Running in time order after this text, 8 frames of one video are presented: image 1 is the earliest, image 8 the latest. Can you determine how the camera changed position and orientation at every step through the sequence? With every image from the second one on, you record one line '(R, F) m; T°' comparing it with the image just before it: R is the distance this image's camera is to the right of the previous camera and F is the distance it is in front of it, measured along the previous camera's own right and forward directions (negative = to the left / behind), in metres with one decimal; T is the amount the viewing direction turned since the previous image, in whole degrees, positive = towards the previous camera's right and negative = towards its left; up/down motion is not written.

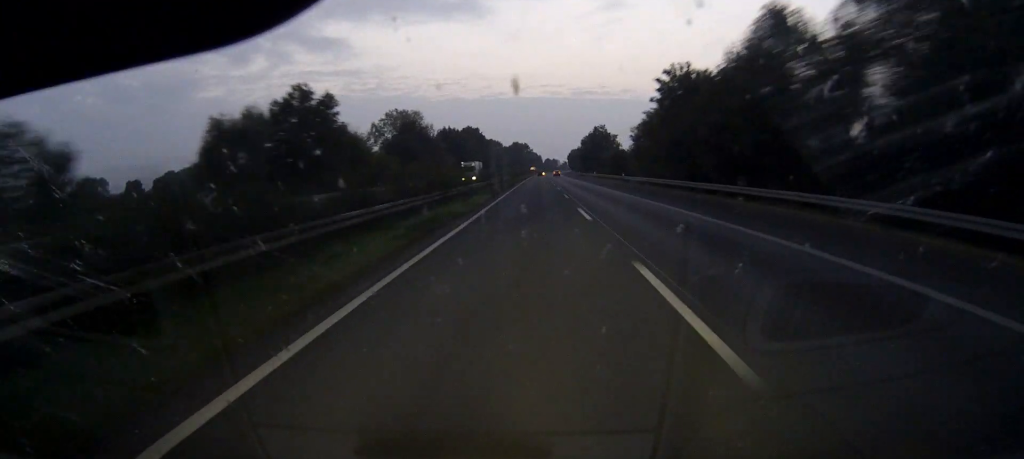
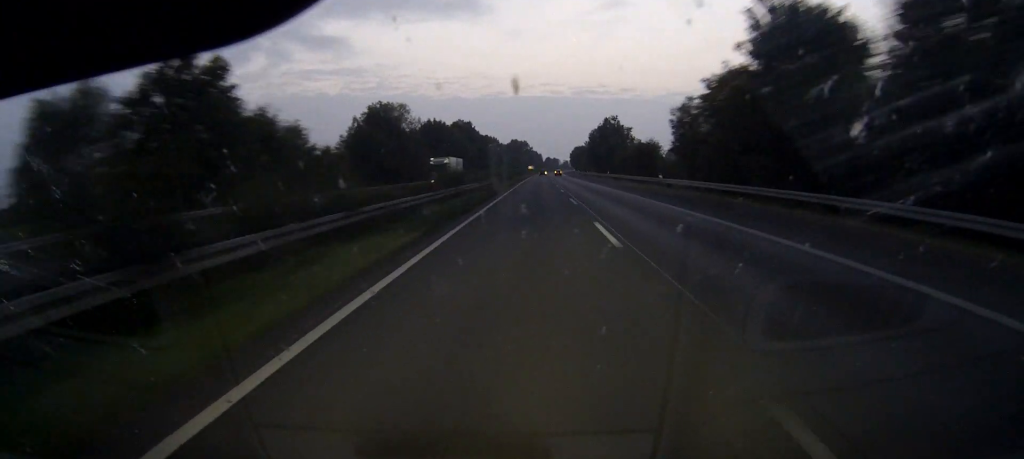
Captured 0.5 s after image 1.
(0.0, +26.8) m; 0°
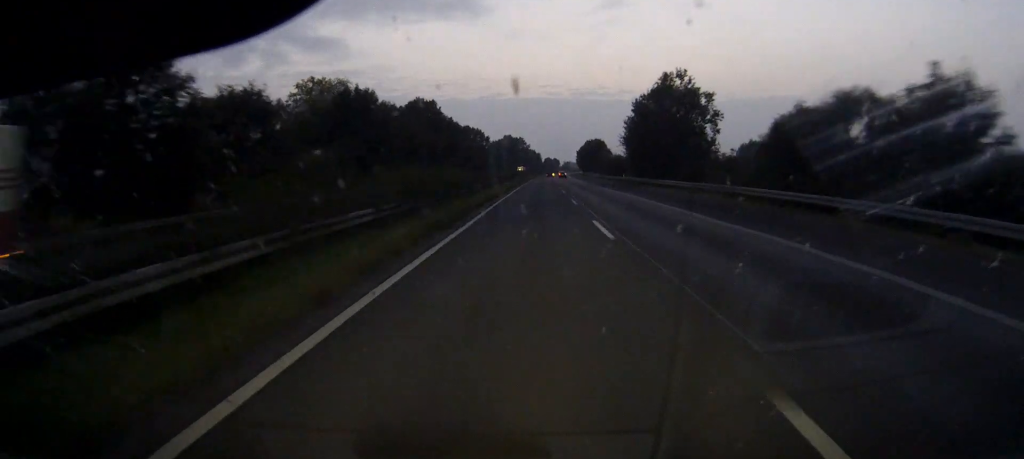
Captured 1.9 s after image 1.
(+0.1, +68.6) m; 0°
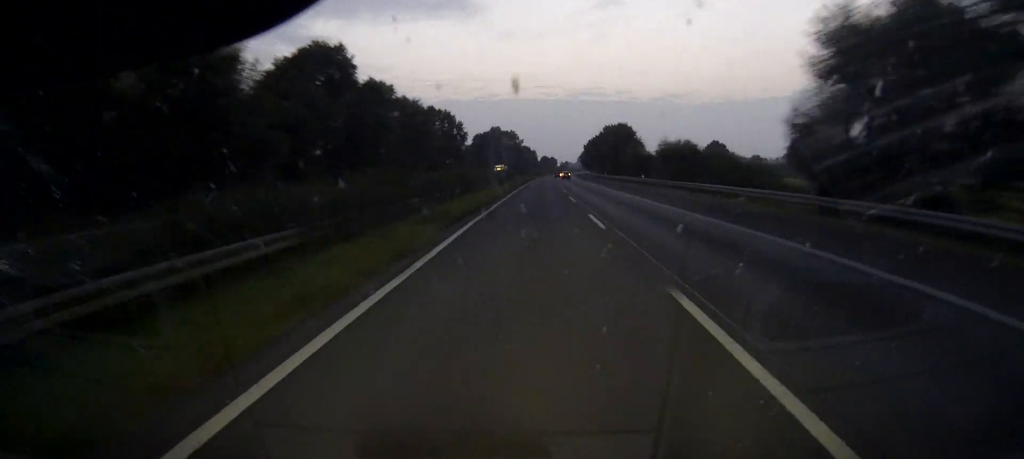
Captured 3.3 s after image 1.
(+0.2, +64.3) m; +1°
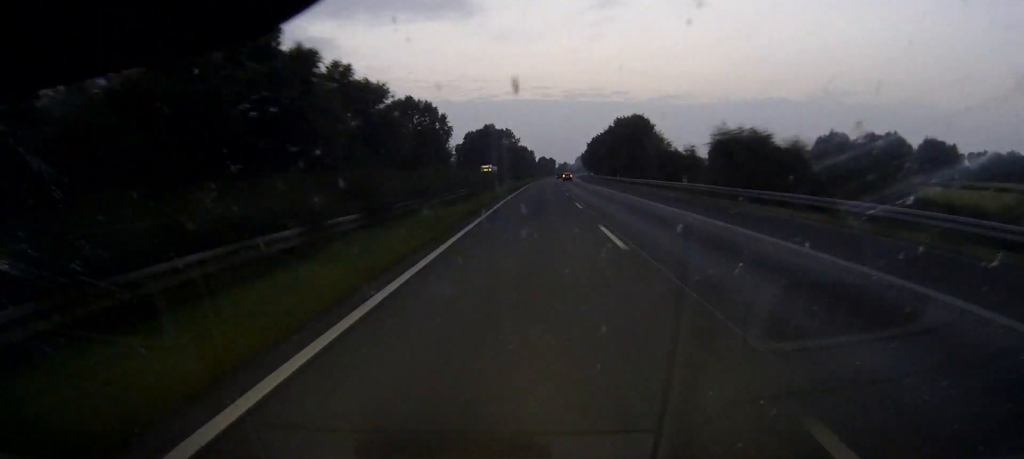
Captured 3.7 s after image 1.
(+0.1, +22.3) m; 0°
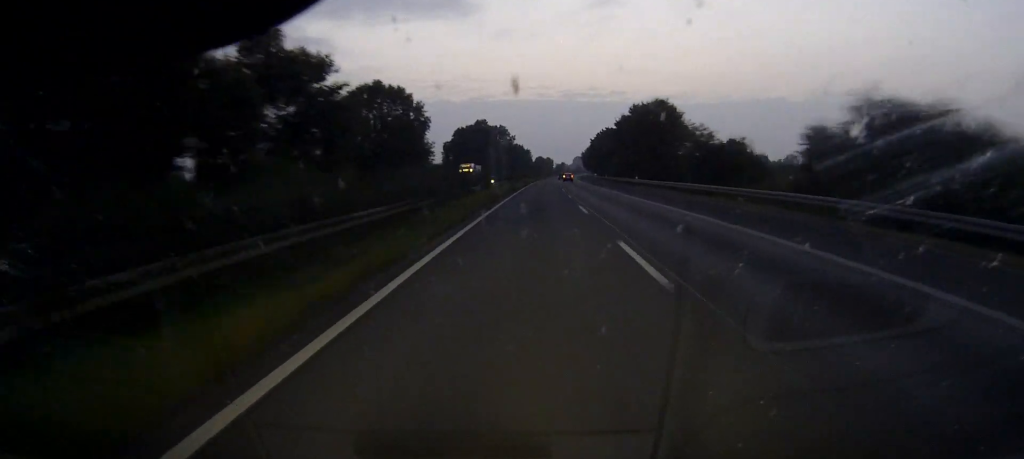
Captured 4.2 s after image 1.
(+0.1, +22.3) m; 0°
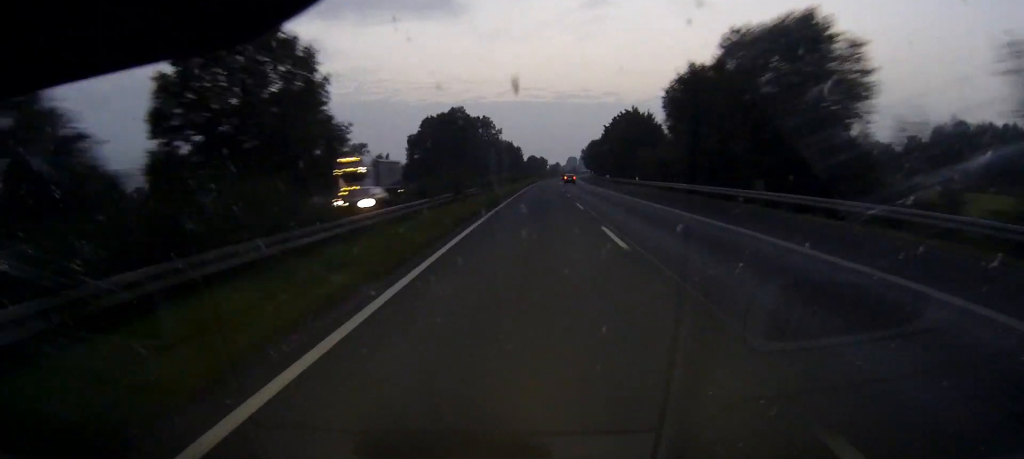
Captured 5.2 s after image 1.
(+0.3, +47.7) m; +1°
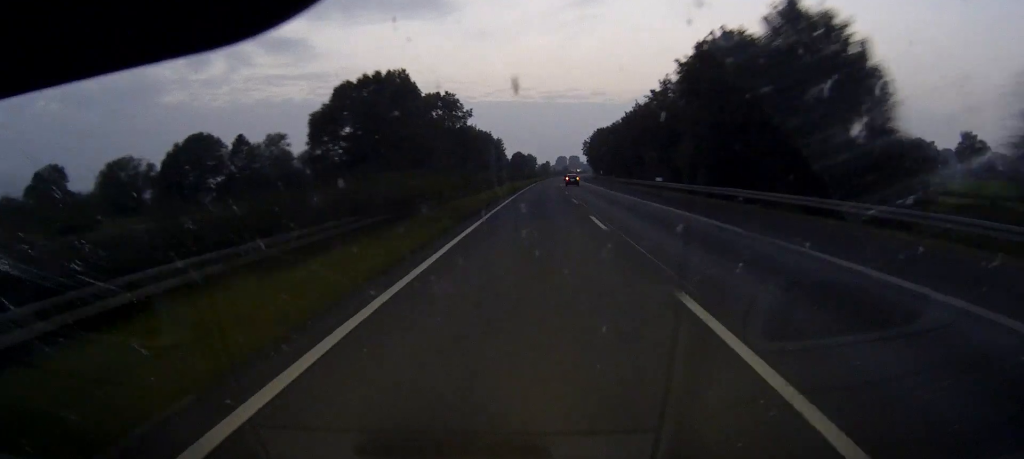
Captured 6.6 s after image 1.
(+0.5, +65.2) m; +1°
